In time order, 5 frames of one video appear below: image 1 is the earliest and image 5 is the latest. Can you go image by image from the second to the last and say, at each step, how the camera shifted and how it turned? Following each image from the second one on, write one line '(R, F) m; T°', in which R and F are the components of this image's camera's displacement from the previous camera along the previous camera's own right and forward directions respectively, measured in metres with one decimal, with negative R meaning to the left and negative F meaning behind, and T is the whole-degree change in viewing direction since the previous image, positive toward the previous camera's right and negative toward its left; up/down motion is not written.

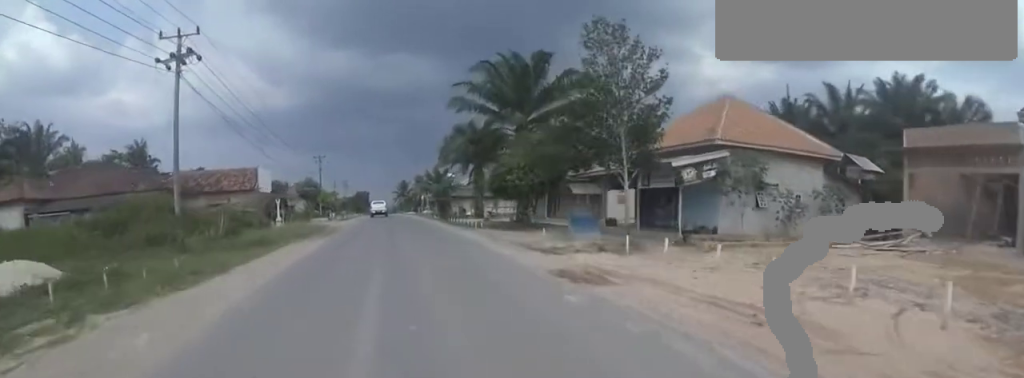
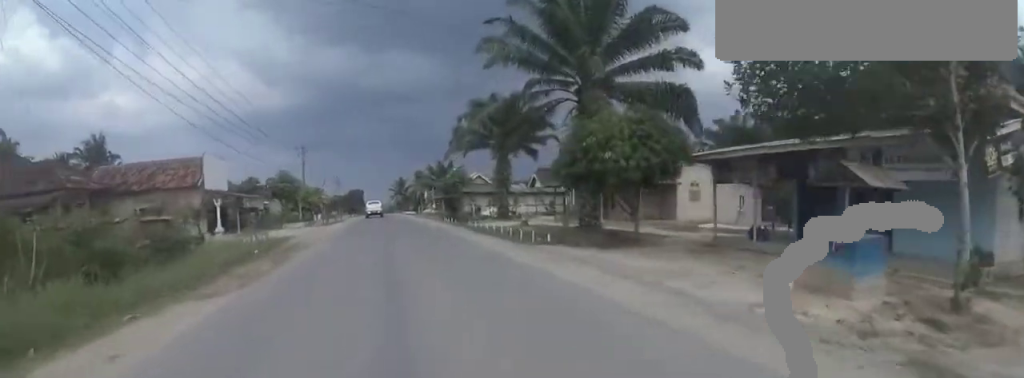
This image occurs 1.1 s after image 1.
(0.0, +11.8) m; 0°
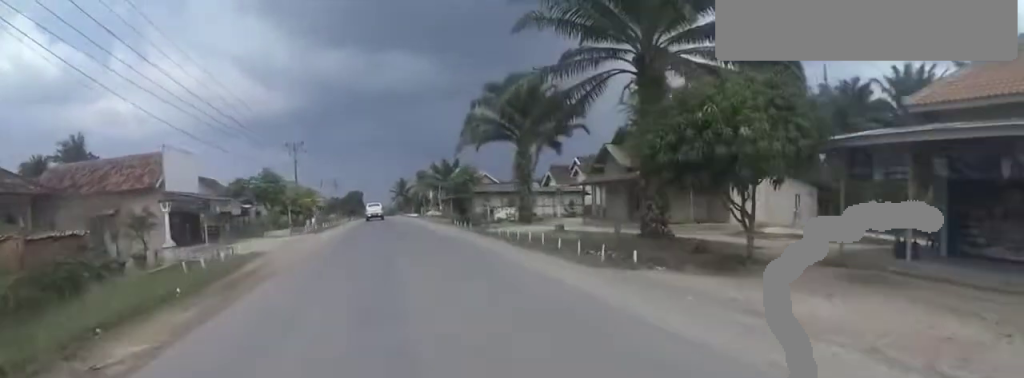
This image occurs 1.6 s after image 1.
(0.0, +5.5) m; 0°
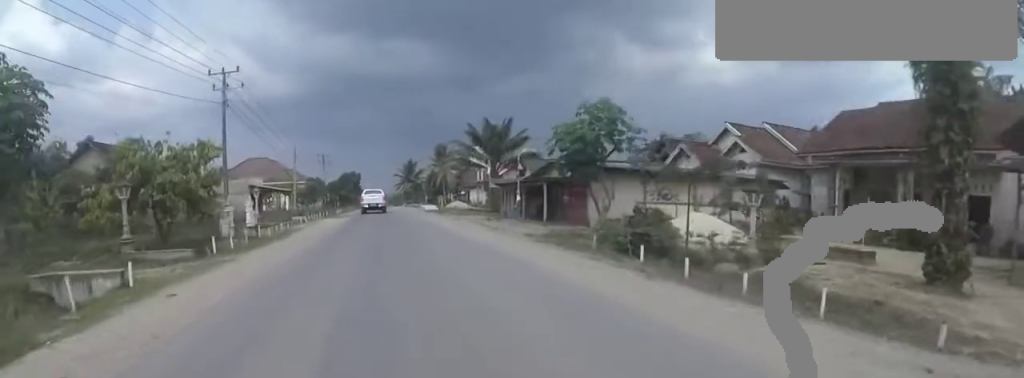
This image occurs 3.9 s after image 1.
(0.0, +24.8) m; 0°
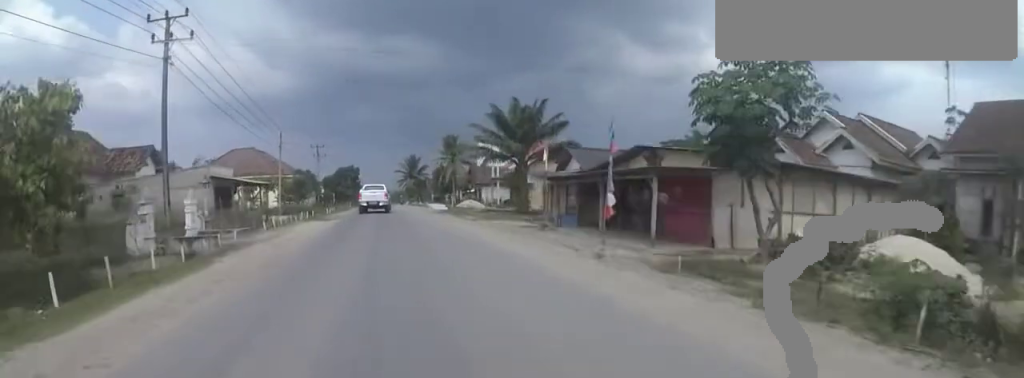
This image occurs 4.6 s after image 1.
(0.0, +7.8) m; 0°
